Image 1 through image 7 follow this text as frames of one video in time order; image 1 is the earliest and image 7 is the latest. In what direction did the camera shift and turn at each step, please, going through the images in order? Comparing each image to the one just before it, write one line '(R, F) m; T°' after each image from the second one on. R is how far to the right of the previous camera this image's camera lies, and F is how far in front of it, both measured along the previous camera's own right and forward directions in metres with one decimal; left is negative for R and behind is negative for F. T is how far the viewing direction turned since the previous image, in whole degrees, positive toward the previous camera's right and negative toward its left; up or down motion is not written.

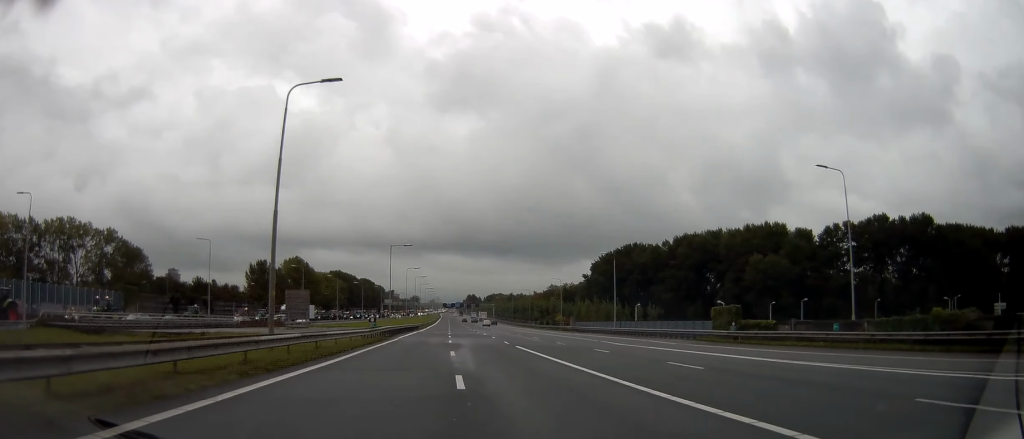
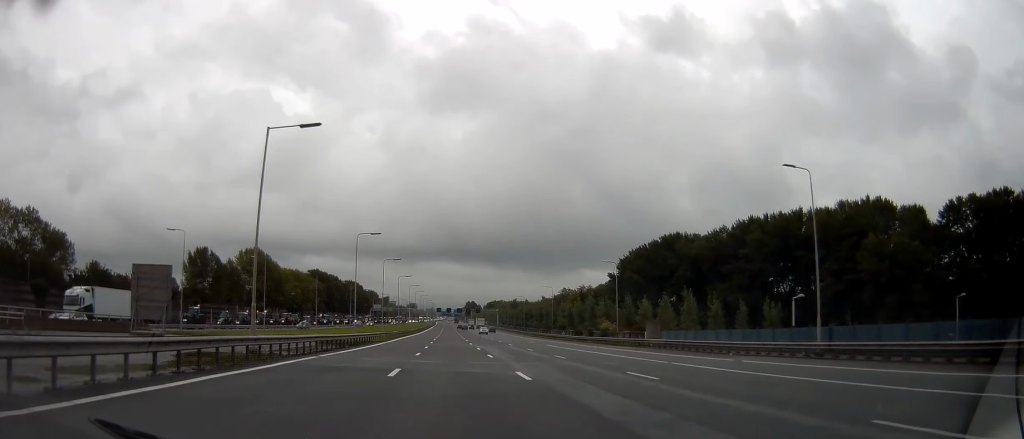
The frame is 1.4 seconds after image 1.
(+0.2, +46.2) m; 0°
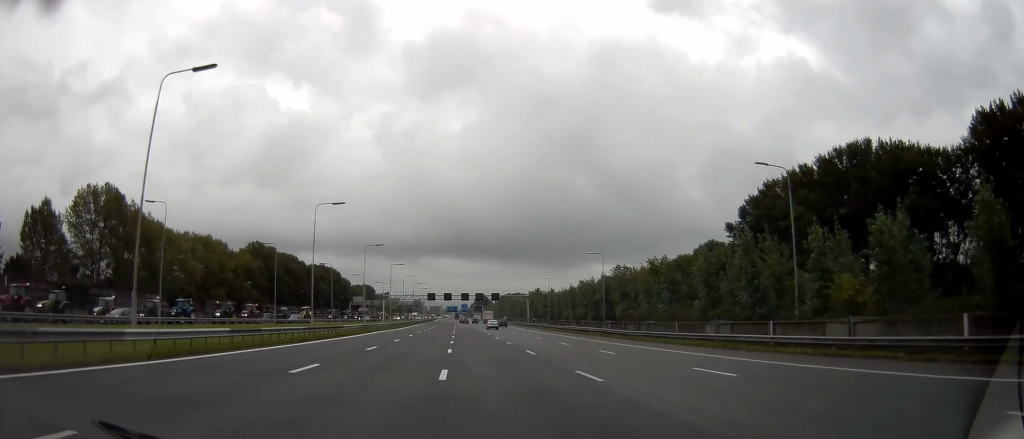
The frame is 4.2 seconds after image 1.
(-0.4, +88.2) m; -1°
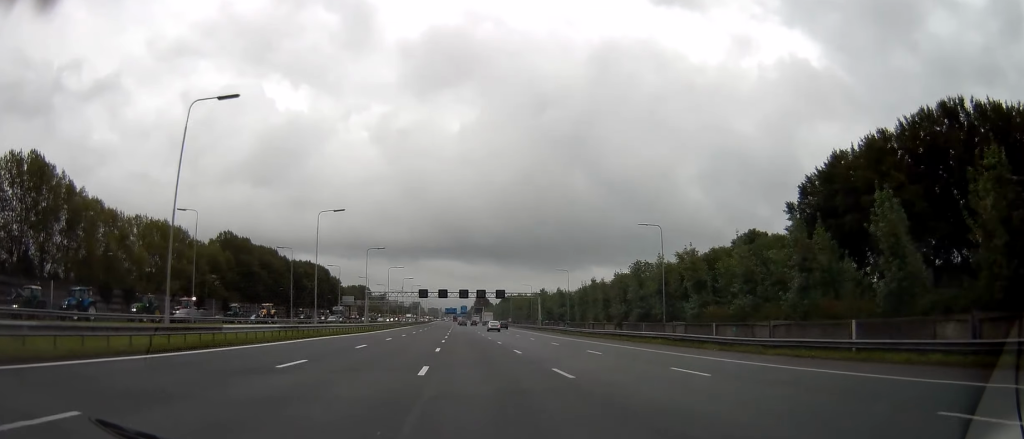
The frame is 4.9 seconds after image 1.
(-0.1, +23.5) m; 0°
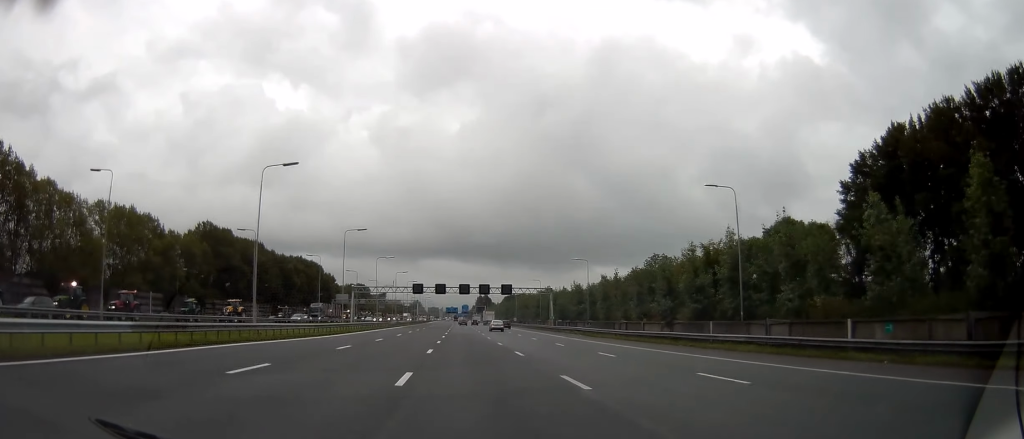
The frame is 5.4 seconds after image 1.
(0.0, +14.9) m; 0°
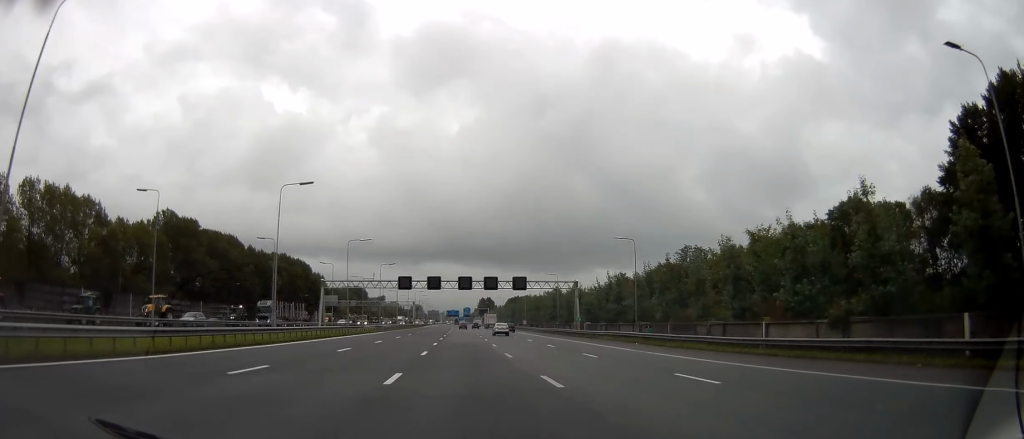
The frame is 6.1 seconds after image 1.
(-0.1, +22.5) m; -1°
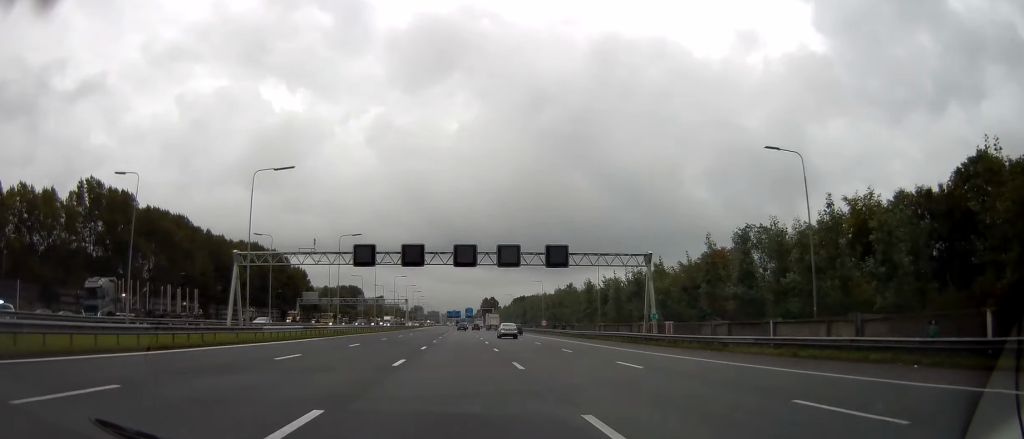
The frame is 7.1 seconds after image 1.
(-0.4, +31.5) m; -1°
